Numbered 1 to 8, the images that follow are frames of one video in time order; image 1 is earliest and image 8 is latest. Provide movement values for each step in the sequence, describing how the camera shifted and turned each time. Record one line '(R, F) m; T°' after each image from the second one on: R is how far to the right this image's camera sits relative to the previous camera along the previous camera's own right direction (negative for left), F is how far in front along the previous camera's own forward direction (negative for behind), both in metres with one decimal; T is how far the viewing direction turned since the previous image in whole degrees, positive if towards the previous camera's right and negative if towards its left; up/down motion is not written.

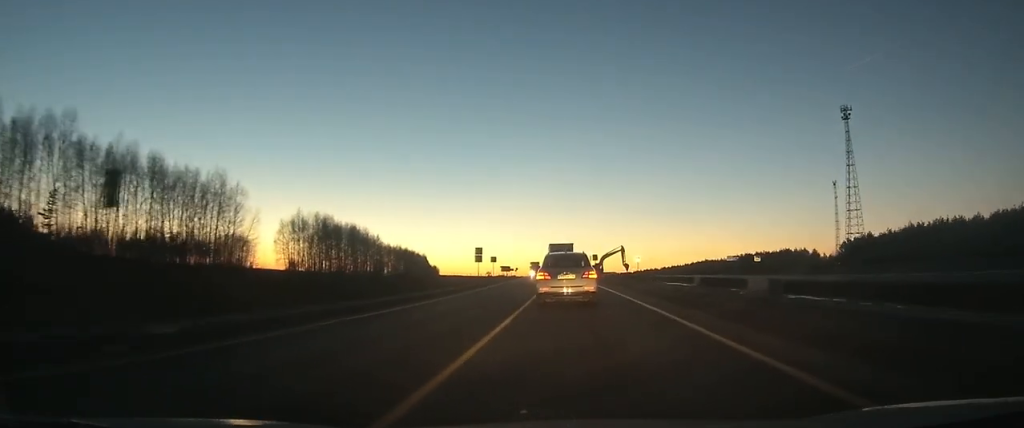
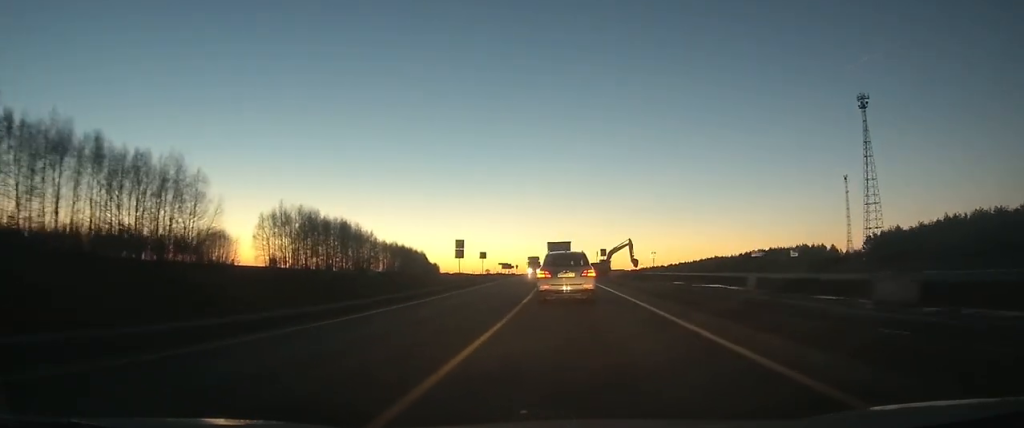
(-0.1, +14.9) m; 0°
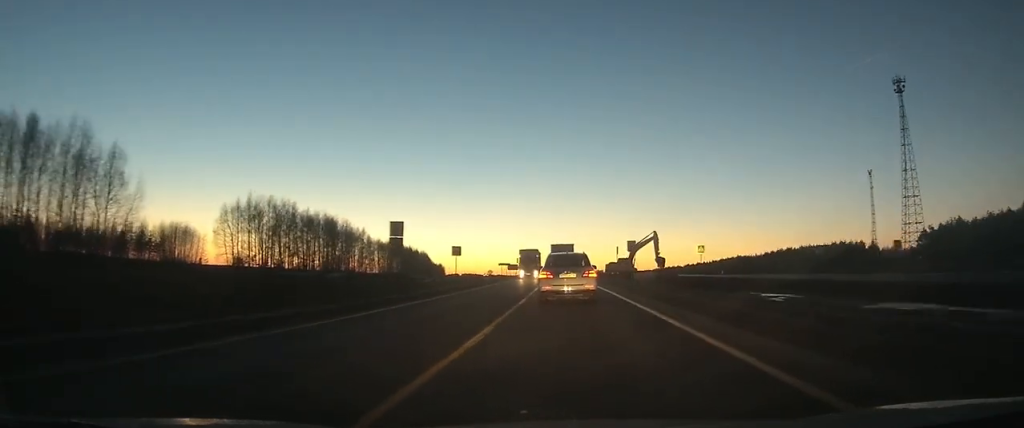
(0.0, +25.1) m; -1°
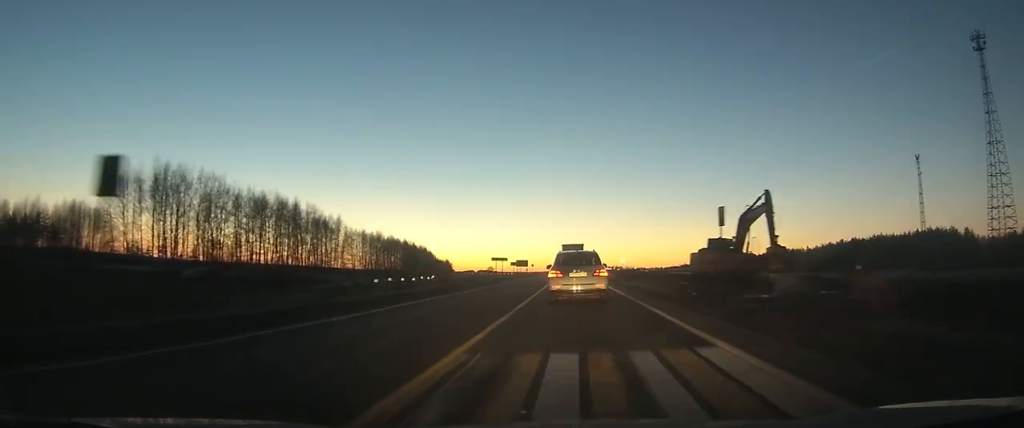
(-0.8, +48.1) m; -2°
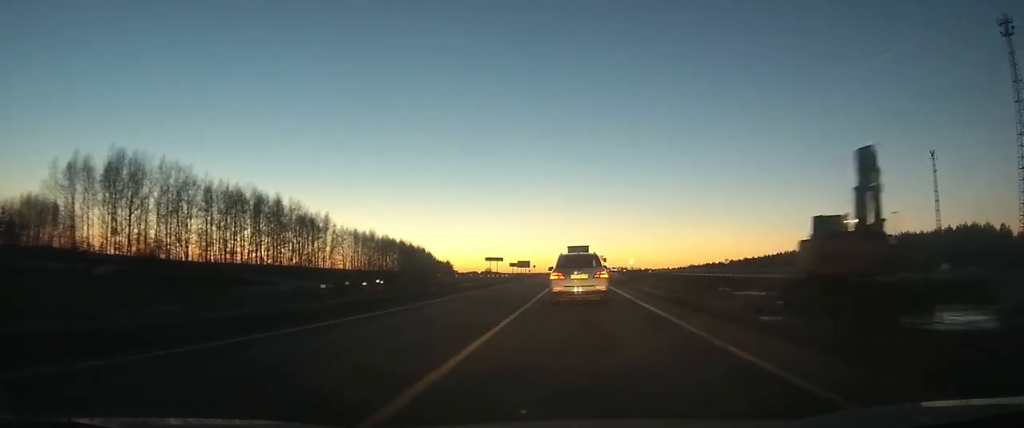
(-0.1, +15.0) m; 0°
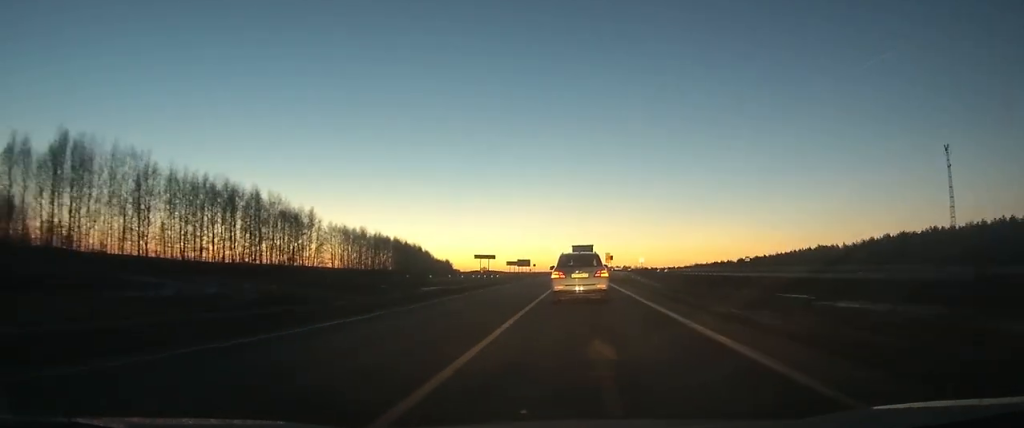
(-0.1, +14.0) m; 0°
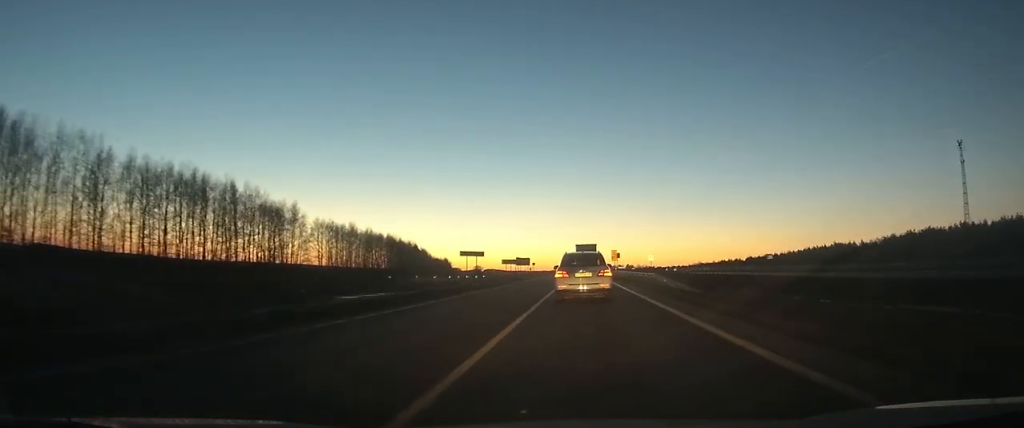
(0.0, +12.8) m; 0°
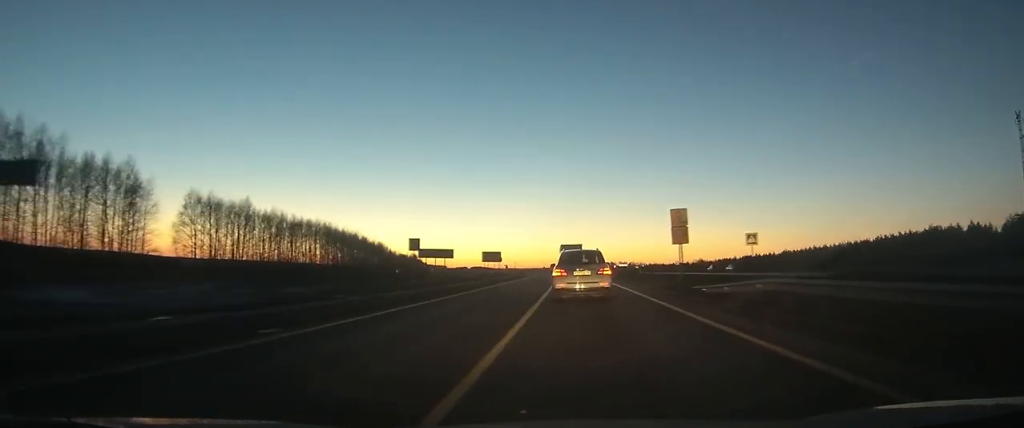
(+0.8, +66.7) m; +2°
